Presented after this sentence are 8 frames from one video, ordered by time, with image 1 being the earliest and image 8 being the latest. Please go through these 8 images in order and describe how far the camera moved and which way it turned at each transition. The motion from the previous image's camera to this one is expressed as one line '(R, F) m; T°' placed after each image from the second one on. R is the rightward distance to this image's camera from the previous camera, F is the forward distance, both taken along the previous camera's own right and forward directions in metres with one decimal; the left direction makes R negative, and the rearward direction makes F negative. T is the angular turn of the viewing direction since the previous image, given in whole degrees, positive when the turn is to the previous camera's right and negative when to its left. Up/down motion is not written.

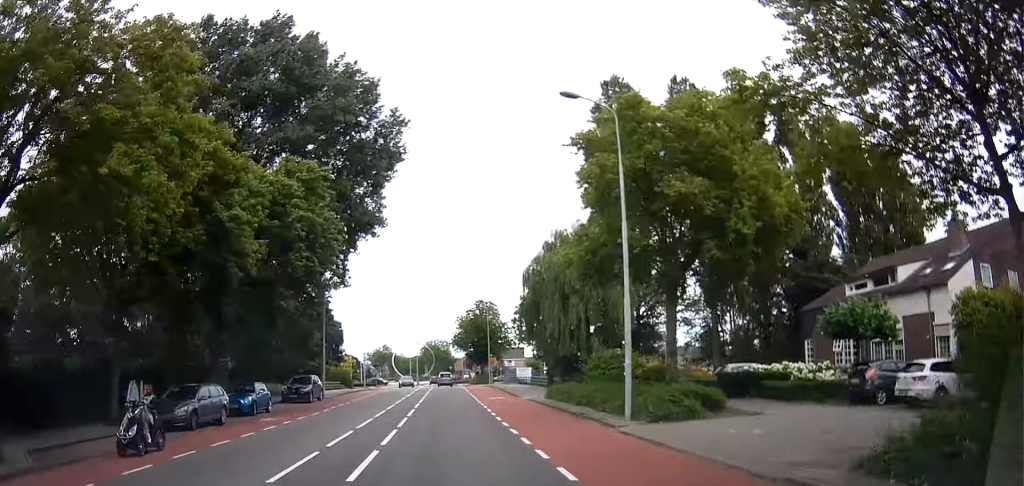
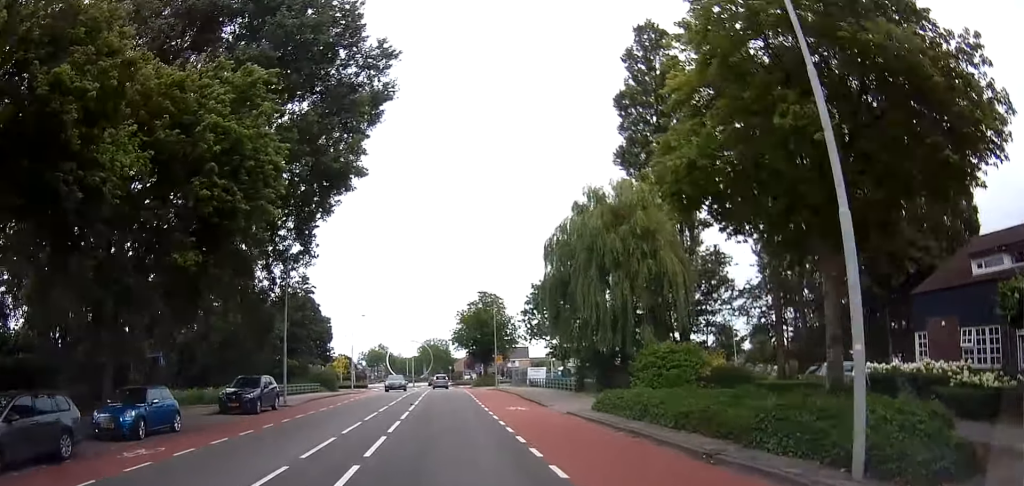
(-0.1, +9.9) m; 0°
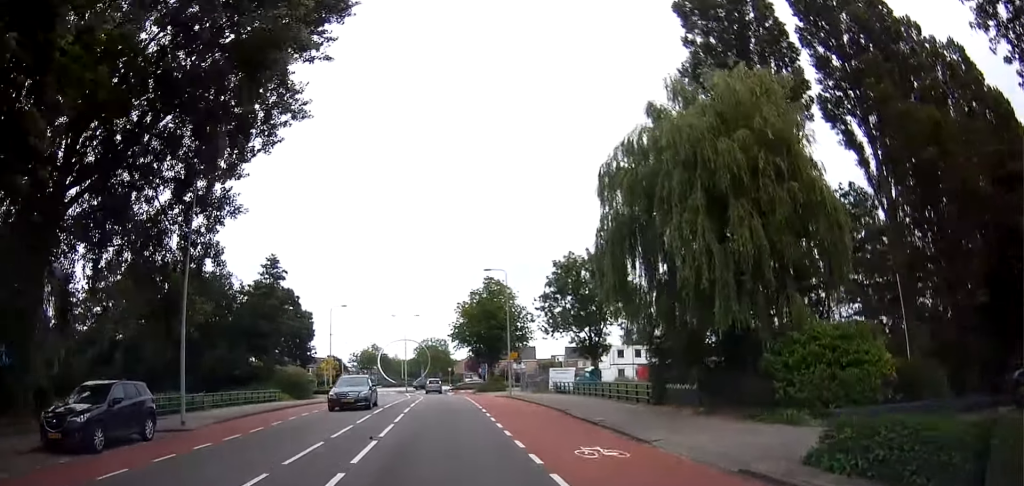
(+0.1, +12.7) m; +2°
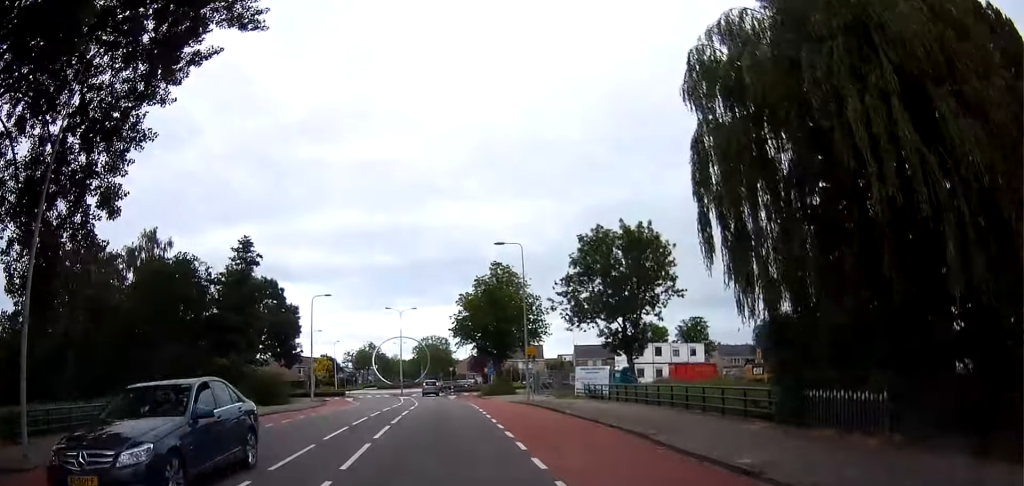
(+0.2, +8.8) m; +1°
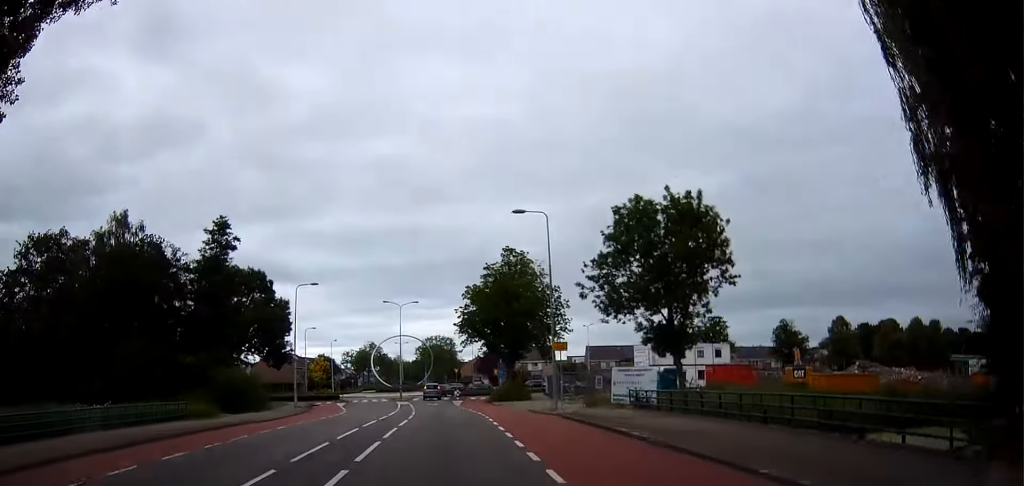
(+0.1, +7.1) m; -2°
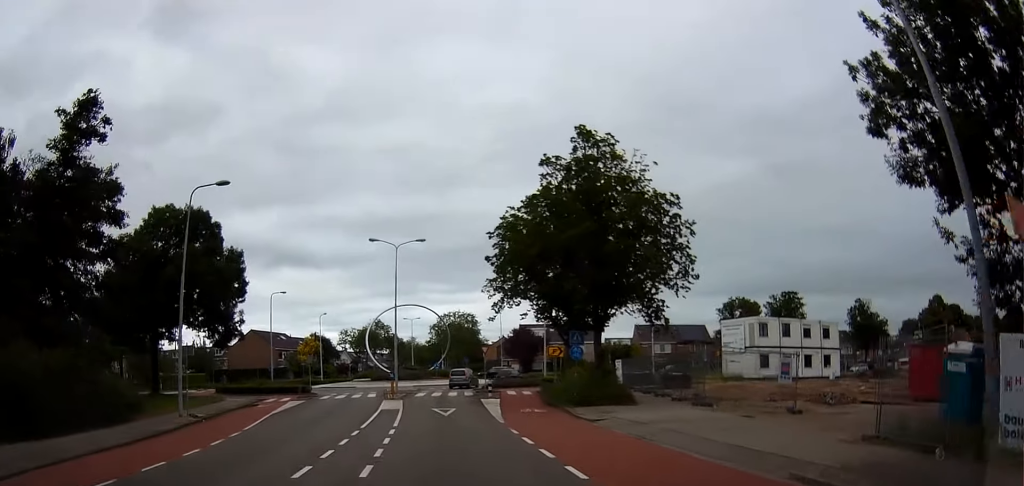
(-0.8, +22.5) m; -2°
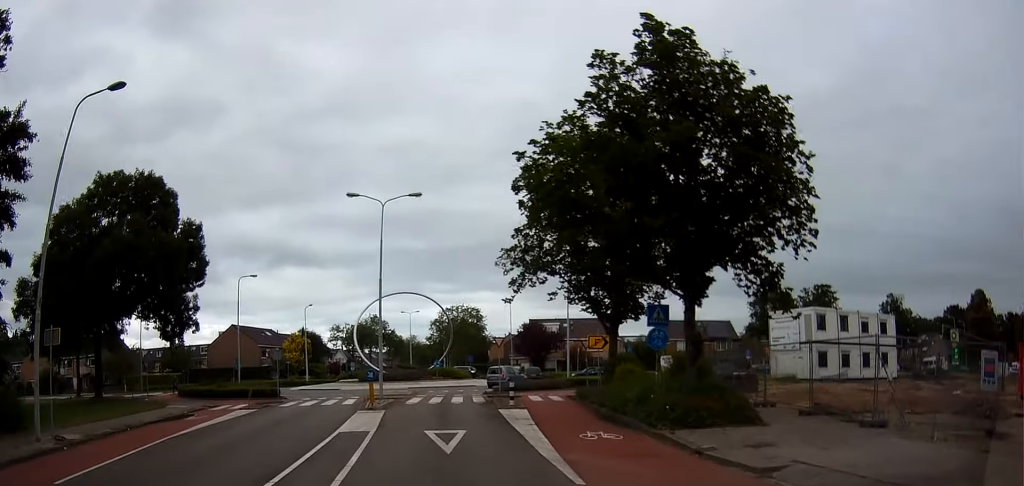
(0.0, +10.1) m; -2°
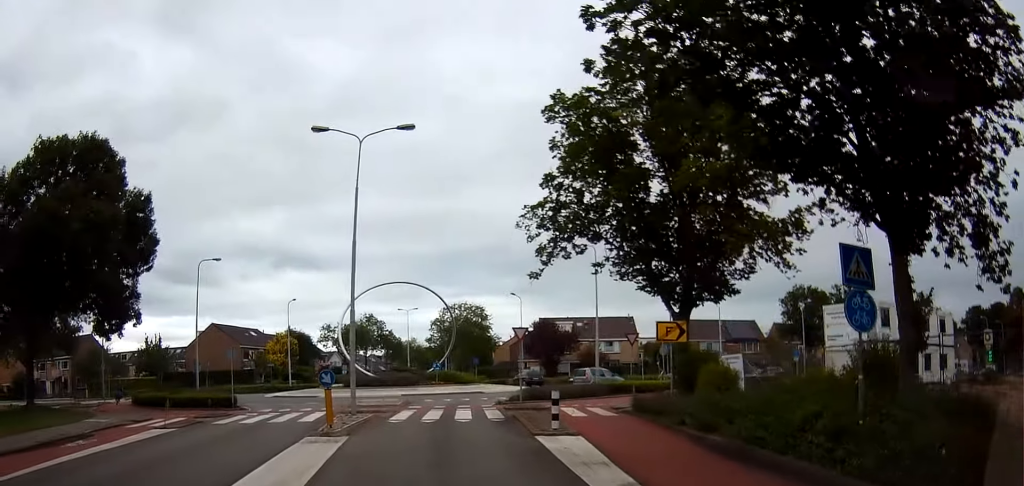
(-0.3, +9.2) m; 0°
